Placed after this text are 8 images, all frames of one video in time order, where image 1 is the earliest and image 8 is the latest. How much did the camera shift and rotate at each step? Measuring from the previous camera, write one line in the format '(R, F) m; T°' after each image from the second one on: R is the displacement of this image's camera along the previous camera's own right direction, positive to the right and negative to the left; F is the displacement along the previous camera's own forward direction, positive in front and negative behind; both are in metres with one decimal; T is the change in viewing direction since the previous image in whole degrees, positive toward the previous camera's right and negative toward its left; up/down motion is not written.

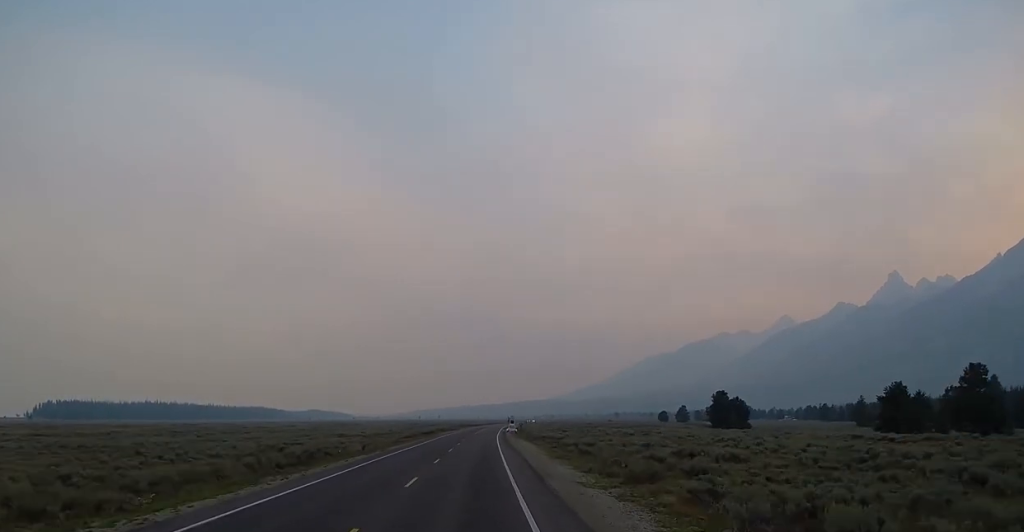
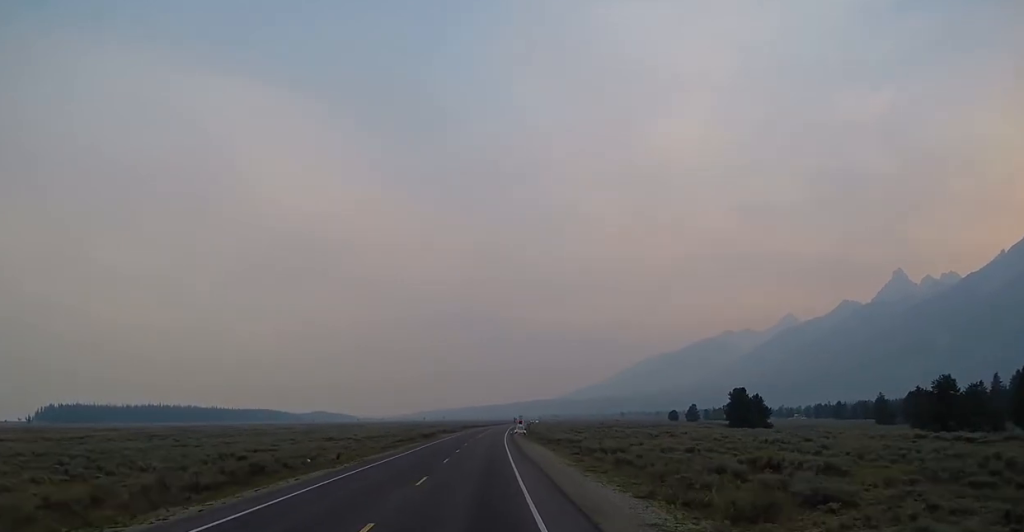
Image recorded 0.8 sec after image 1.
(0.0, +11.5) m; 0°
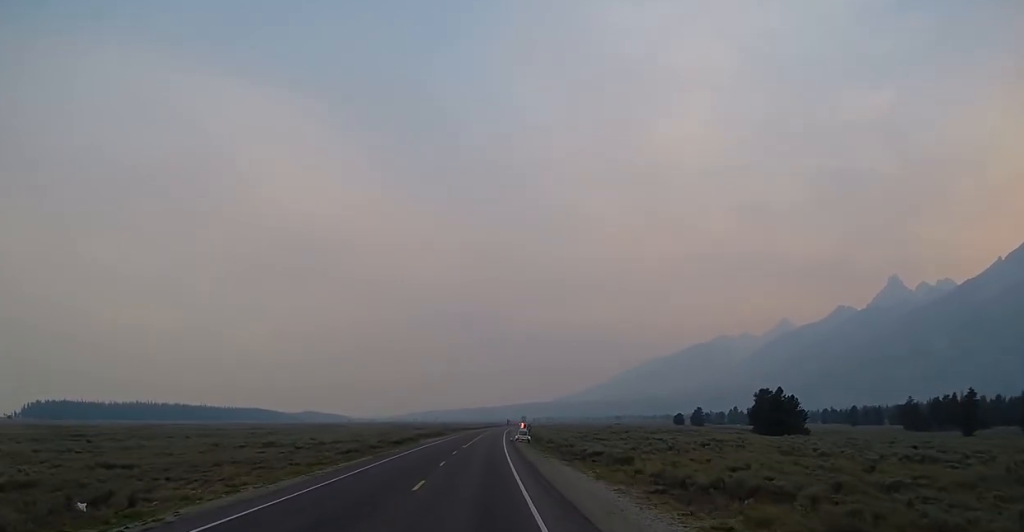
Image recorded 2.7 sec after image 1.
(+0.2, +25.8) m; +1°
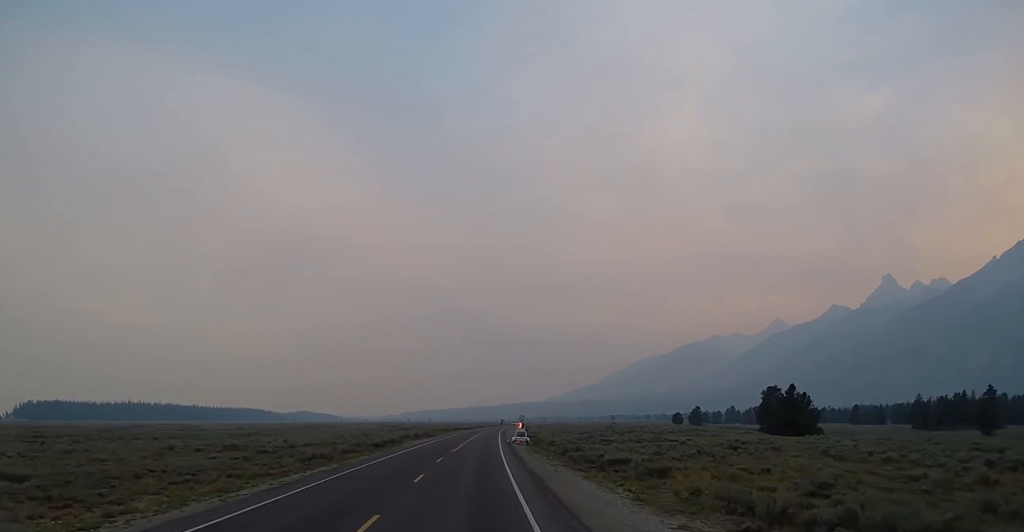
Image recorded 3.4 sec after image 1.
(0.0, +9.3) m; +1°
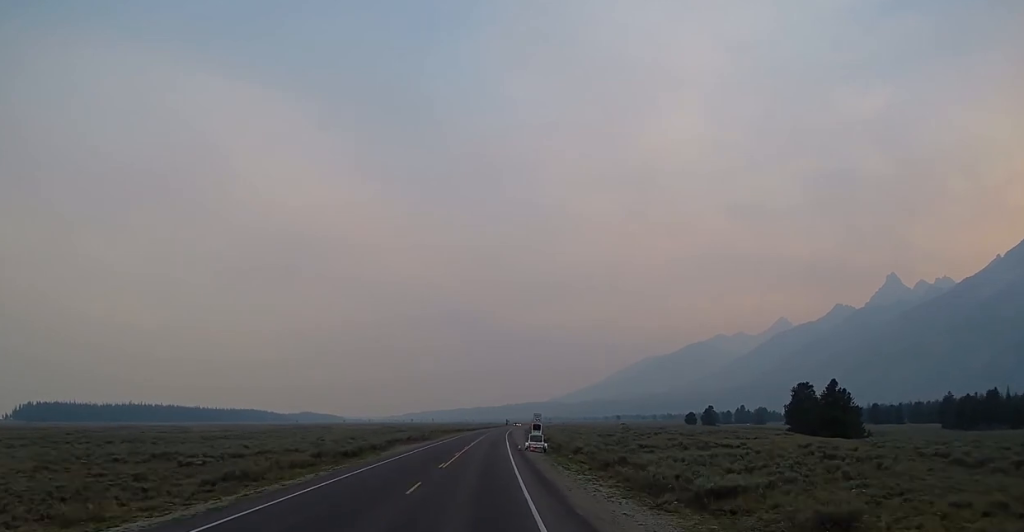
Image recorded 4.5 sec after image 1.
(+0.3, +15.4) m; +1°
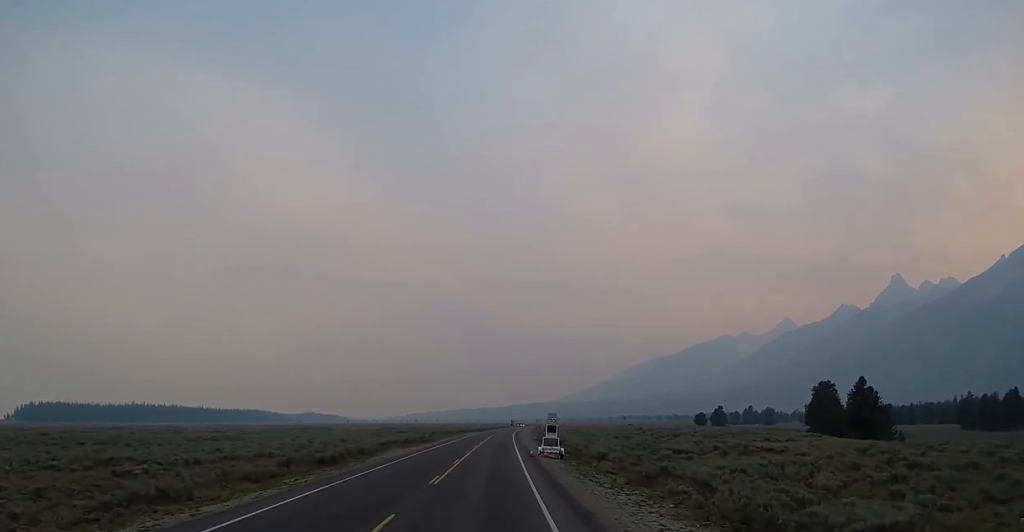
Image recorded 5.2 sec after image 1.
(+0.3, +8.4) m; 0°
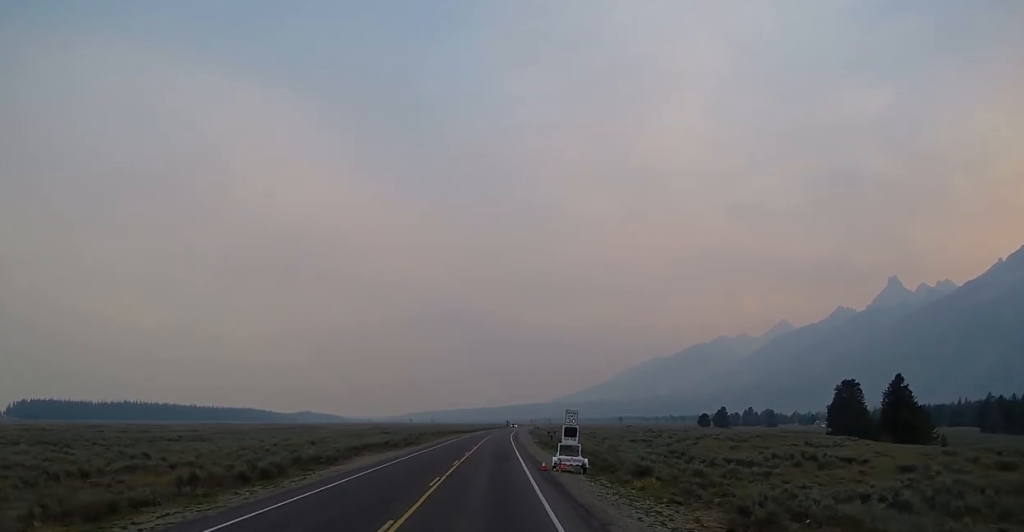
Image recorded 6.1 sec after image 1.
(-0.5, +13.5) m; -2°
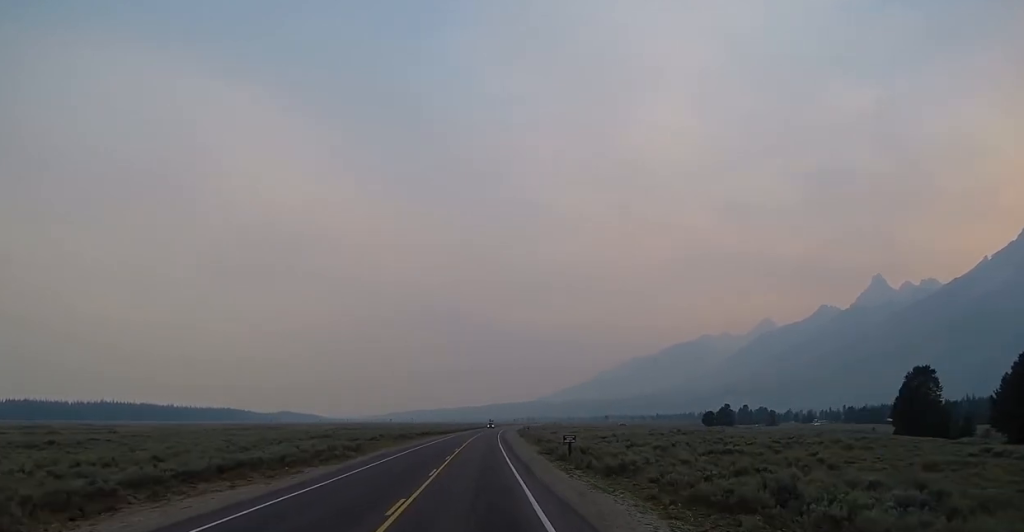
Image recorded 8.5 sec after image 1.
(-0.1, +31.2) m; +2°
